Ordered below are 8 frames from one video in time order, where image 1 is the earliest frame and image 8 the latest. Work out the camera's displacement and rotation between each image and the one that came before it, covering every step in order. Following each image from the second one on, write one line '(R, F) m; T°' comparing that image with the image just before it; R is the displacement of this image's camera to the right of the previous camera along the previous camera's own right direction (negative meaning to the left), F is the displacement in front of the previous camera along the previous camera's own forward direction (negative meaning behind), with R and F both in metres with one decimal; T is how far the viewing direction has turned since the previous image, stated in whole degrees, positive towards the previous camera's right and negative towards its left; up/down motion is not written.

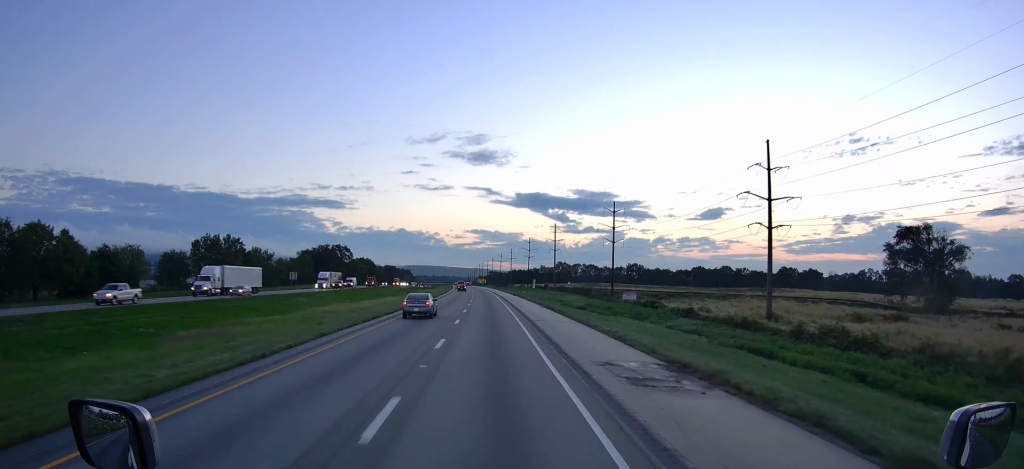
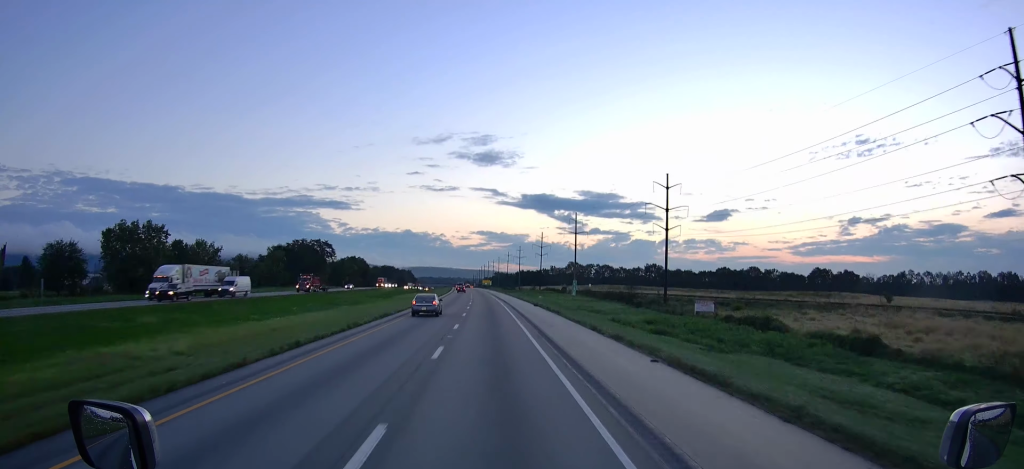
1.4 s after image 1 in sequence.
(+0.1, +38.7) m; 0°
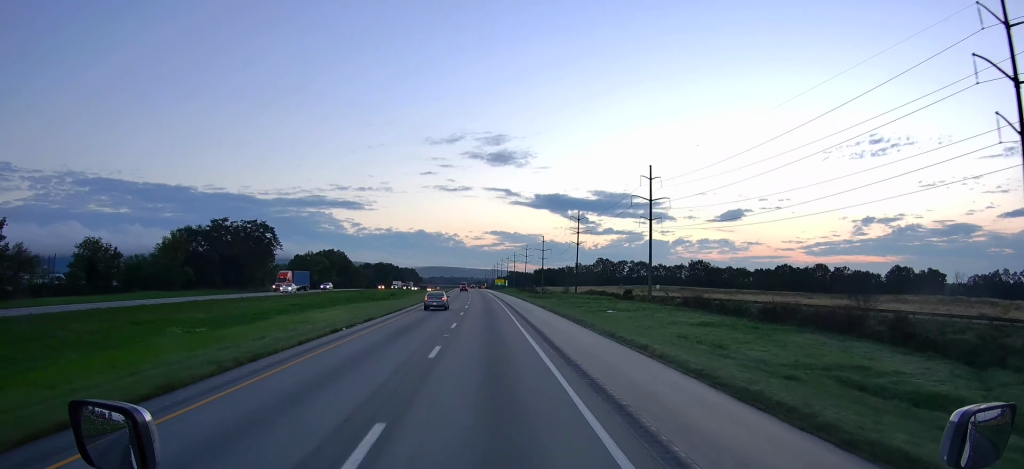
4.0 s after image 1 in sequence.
(-0.9, +71.6) m; -1°
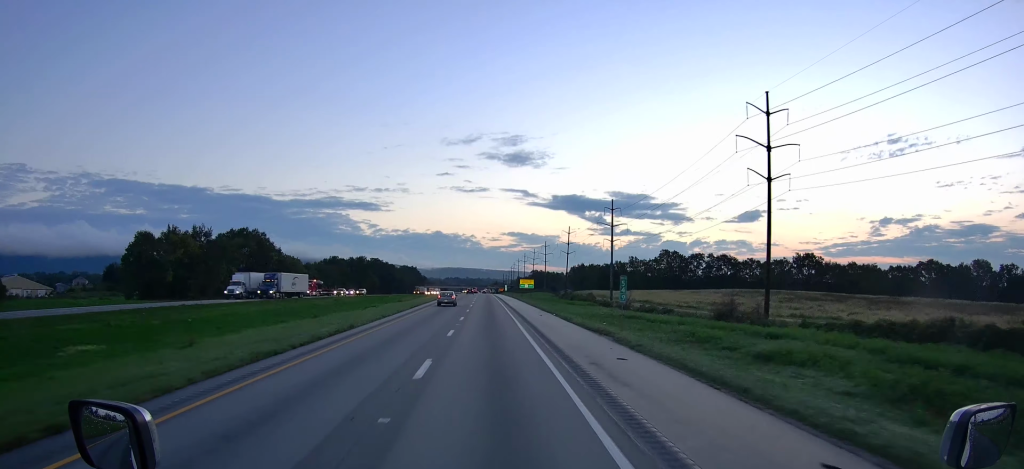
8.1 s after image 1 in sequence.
(-1.5, +112.7) m; -1°
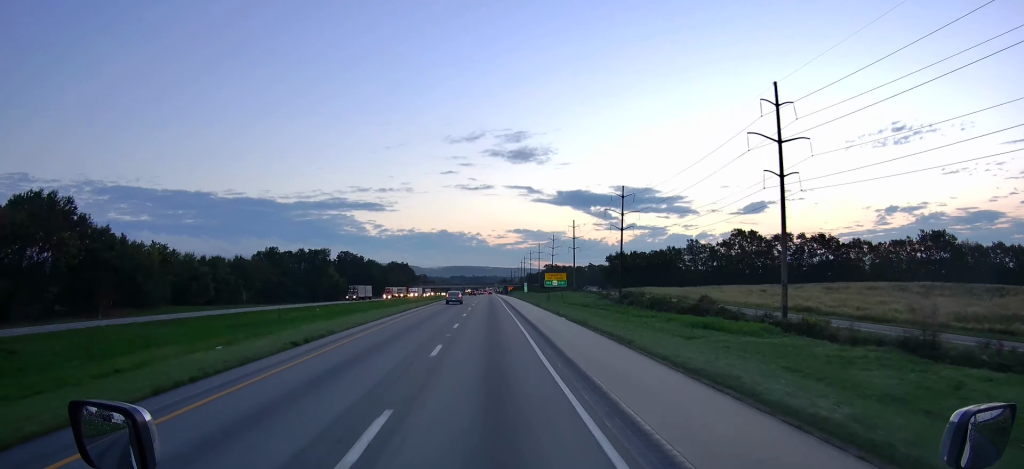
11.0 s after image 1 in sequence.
(-0.3, +80.0) m; 0°
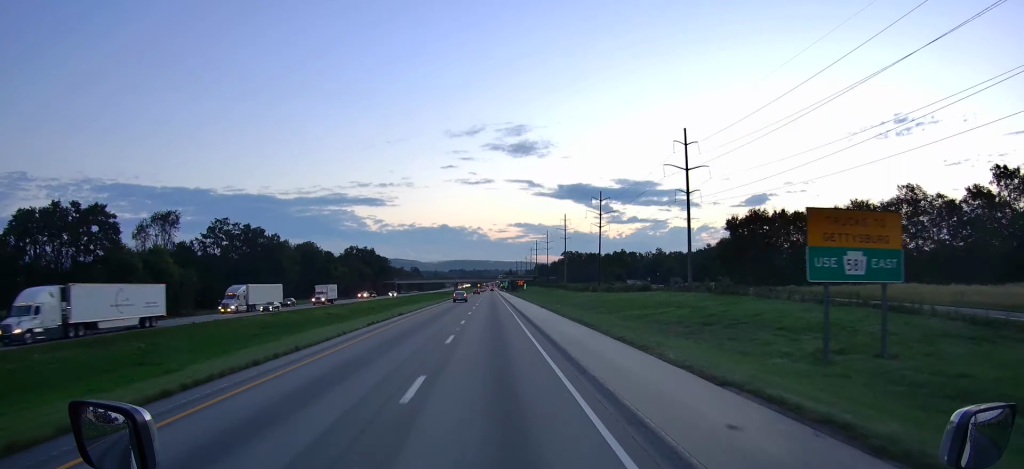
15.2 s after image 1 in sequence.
(-0.6, +116.8) m; 0°
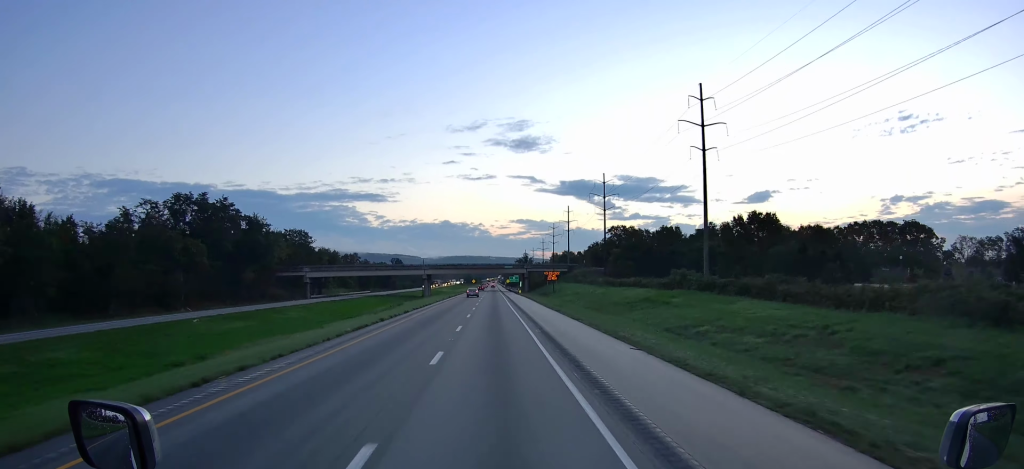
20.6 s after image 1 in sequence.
(-0.2, +152.4) m; 0°
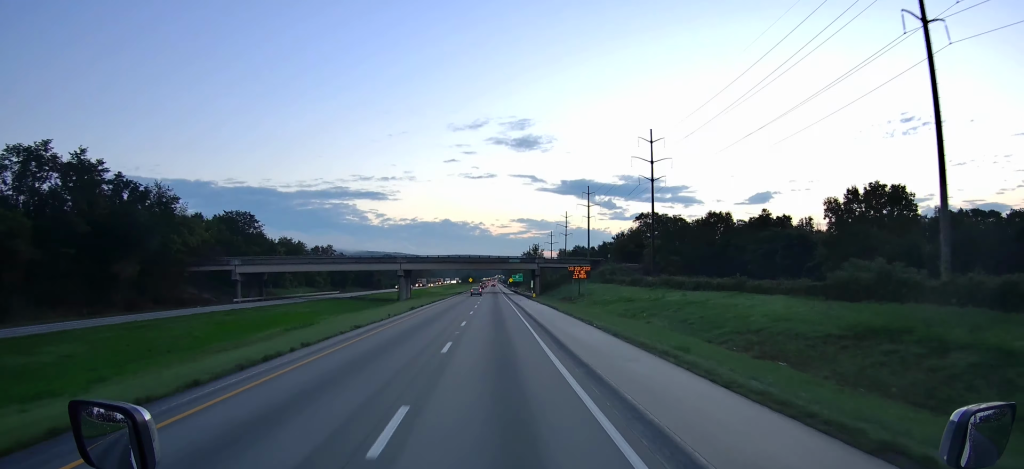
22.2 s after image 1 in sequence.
(0.0, +45.6) m; 0°
